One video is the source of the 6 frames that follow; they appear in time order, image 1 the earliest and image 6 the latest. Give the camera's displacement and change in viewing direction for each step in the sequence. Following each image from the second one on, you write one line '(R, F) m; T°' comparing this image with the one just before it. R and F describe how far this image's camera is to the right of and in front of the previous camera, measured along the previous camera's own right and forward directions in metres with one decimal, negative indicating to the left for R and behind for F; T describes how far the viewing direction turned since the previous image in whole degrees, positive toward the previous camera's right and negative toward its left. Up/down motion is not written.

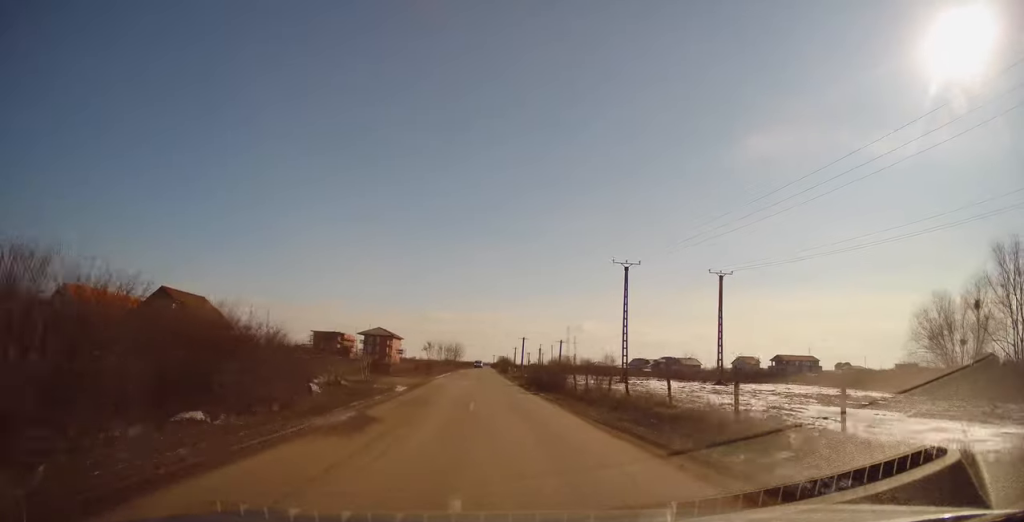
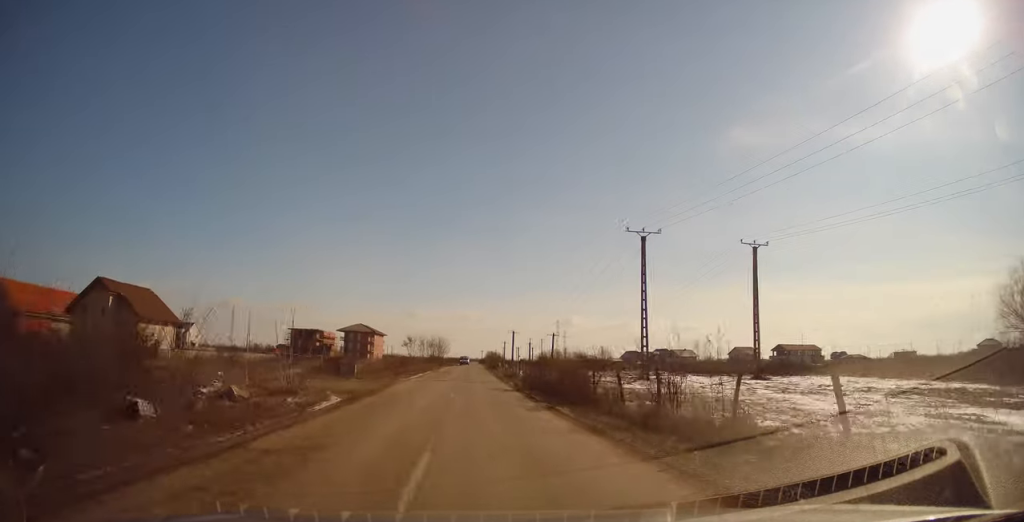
(0.0, +10.1) m; +1°
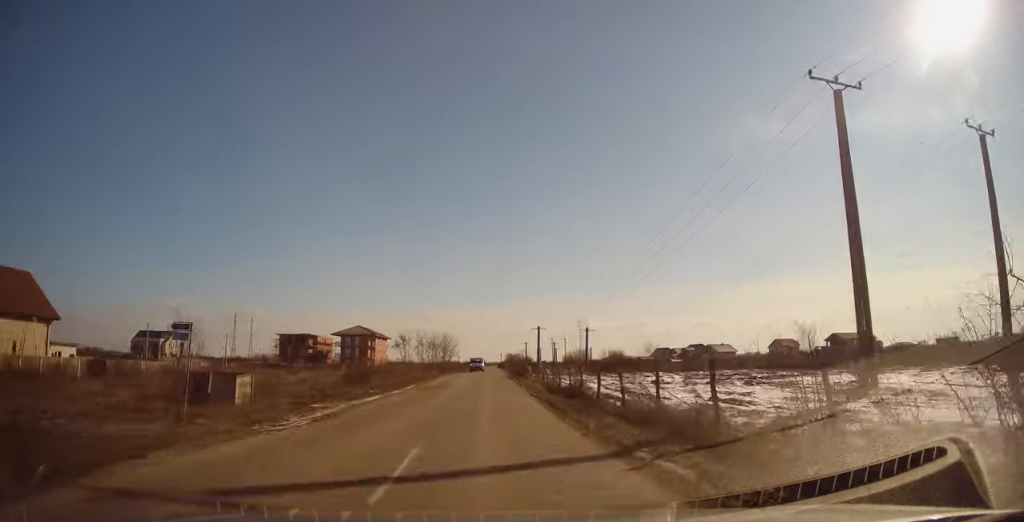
(+0.7, +23.8) m; +2°
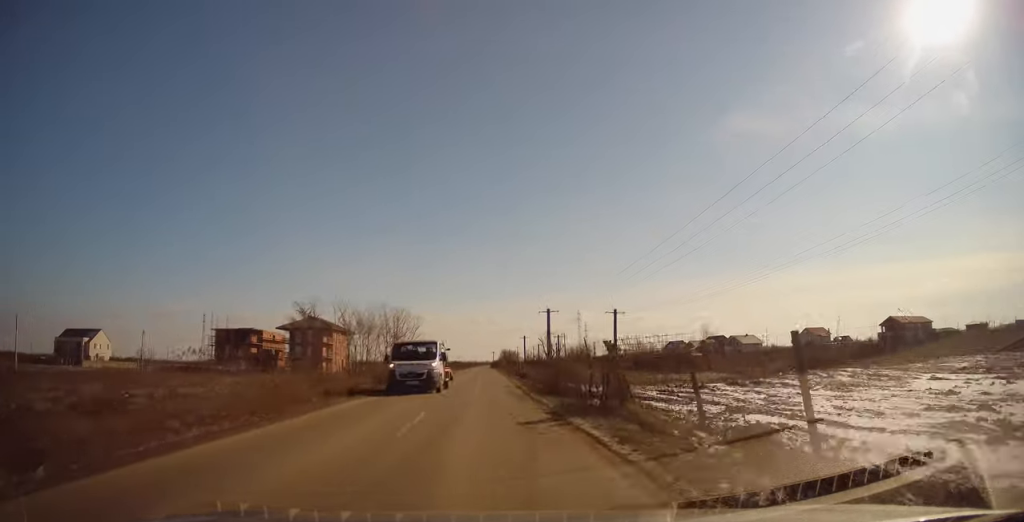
(-0.4, +33.6) m; -1°
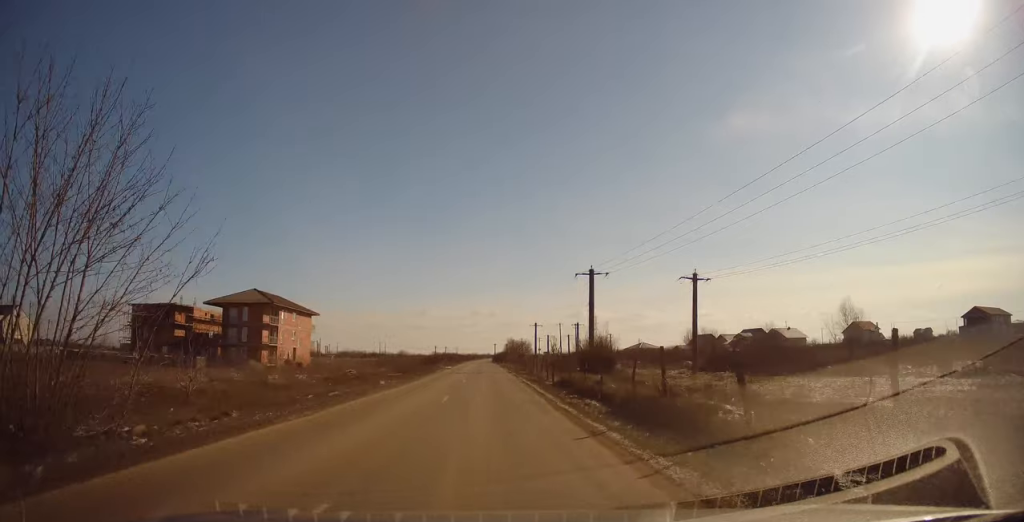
(+0.3, +32.4) m; +1°
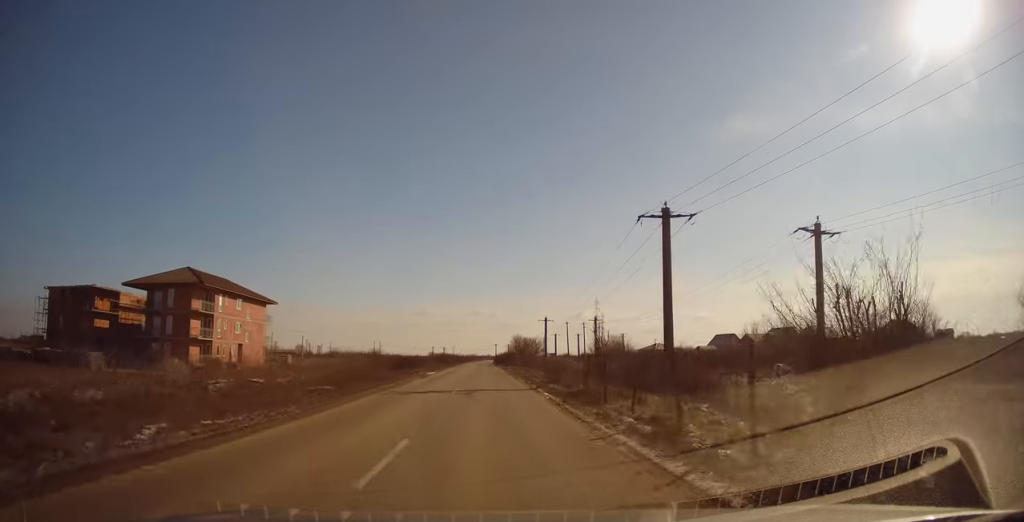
(-0.1, +21.6) m; 0°
